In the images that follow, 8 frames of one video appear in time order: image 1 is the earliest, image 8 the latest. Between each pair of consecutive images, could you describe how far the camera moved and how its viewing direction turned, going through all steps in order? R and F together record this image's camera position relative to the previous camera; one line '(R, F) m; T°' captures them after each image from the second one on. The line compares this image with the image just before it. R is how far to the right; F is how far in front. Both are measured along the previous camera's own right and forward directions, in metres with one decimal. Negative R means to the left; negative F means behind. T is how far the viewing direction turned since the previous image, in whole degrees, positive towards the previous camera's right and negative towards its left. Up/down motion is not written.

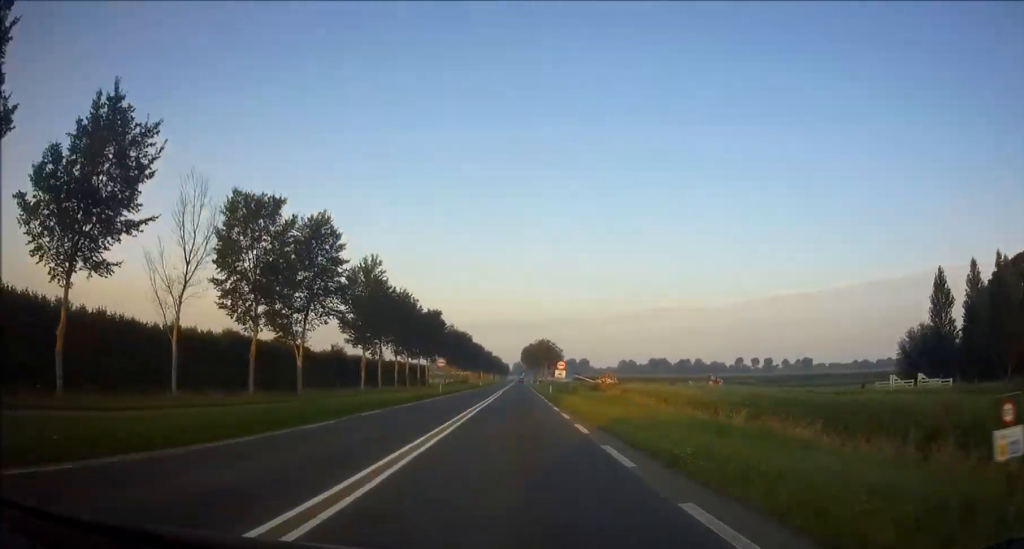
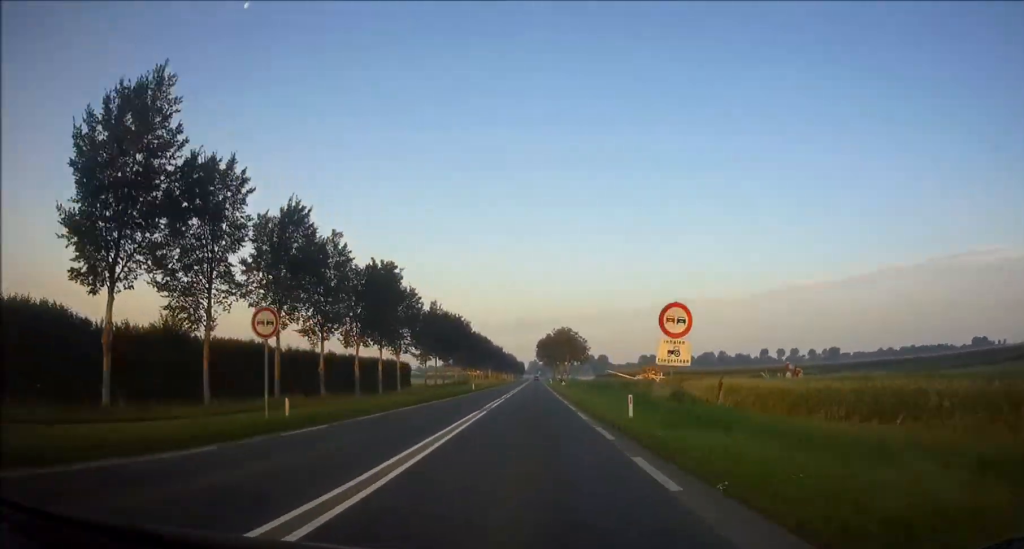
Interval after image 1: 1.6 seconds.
(-0.6, +38.1) m; -1°
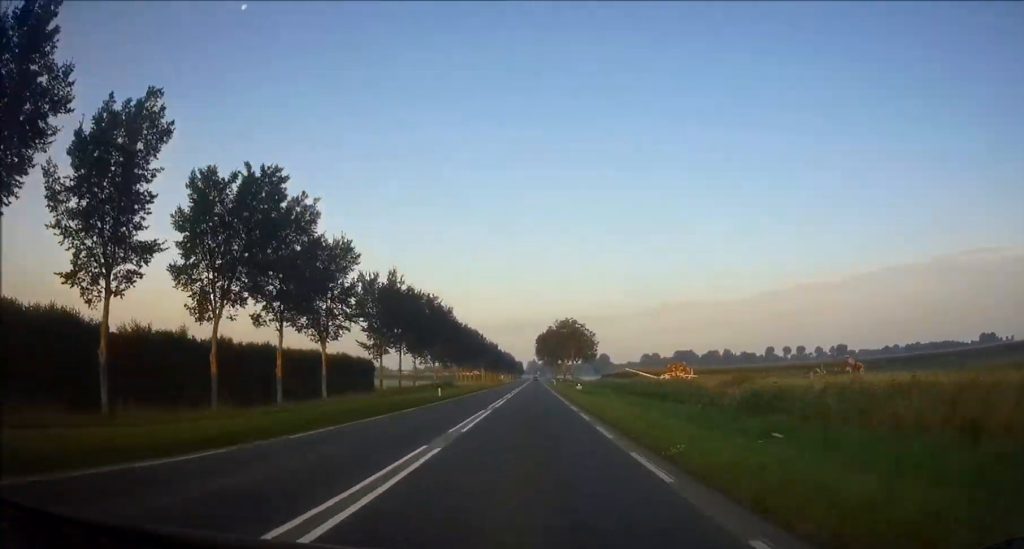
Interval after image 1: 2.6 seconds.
(-0.2, +23.8) m; 0°
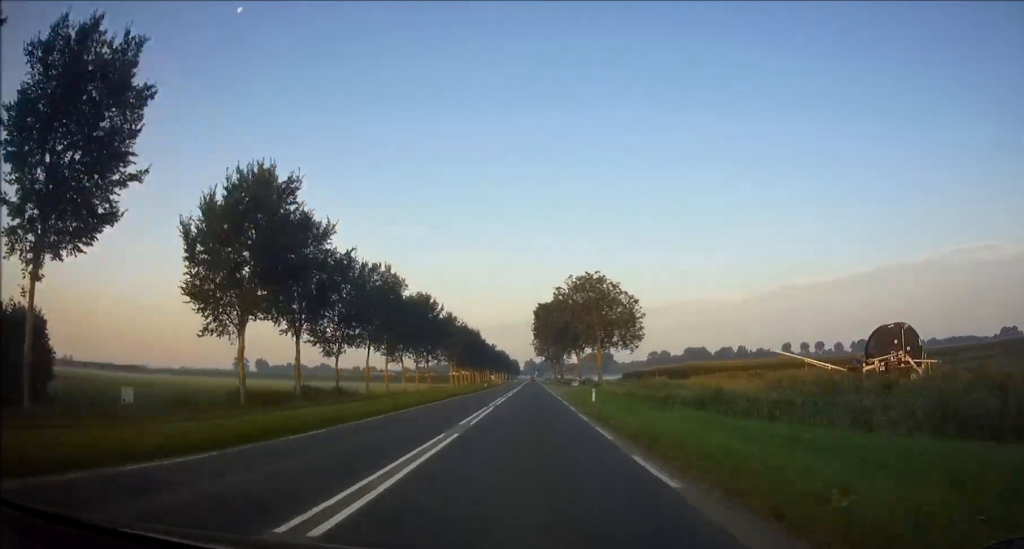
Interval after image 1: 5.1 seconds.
(0.0, +60.6) m; 0°
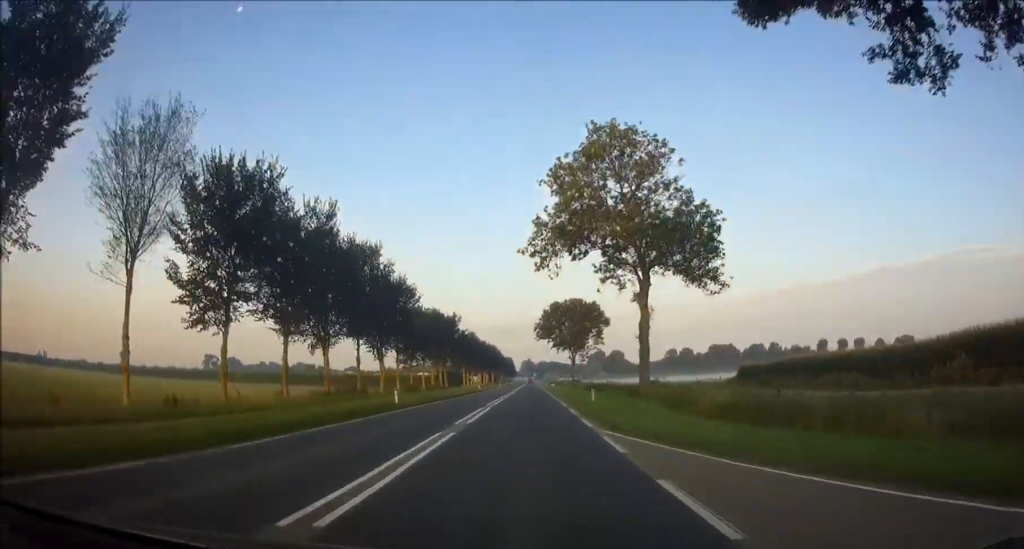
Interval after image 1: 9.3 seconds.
(-0.1, +98.9) m; 0°
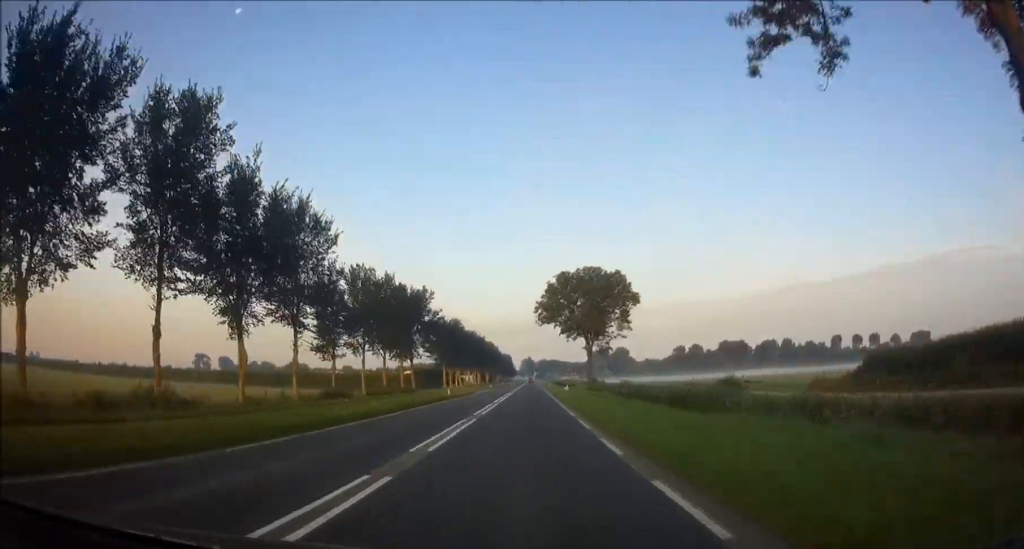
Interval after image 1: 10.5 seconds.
(0.0, +30.3) m; 0°
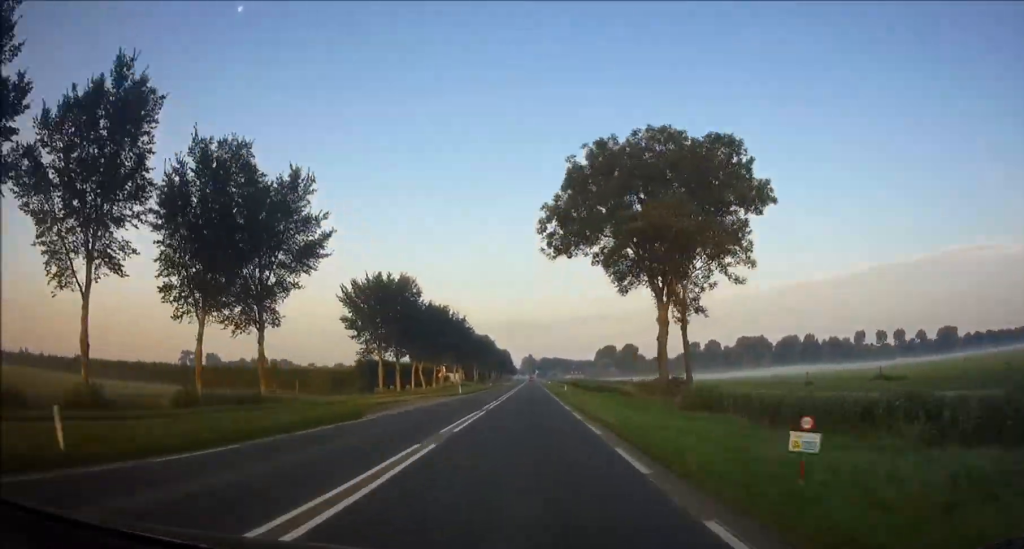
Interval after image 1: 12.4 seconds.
(+0.1, +44.6) m; 0°
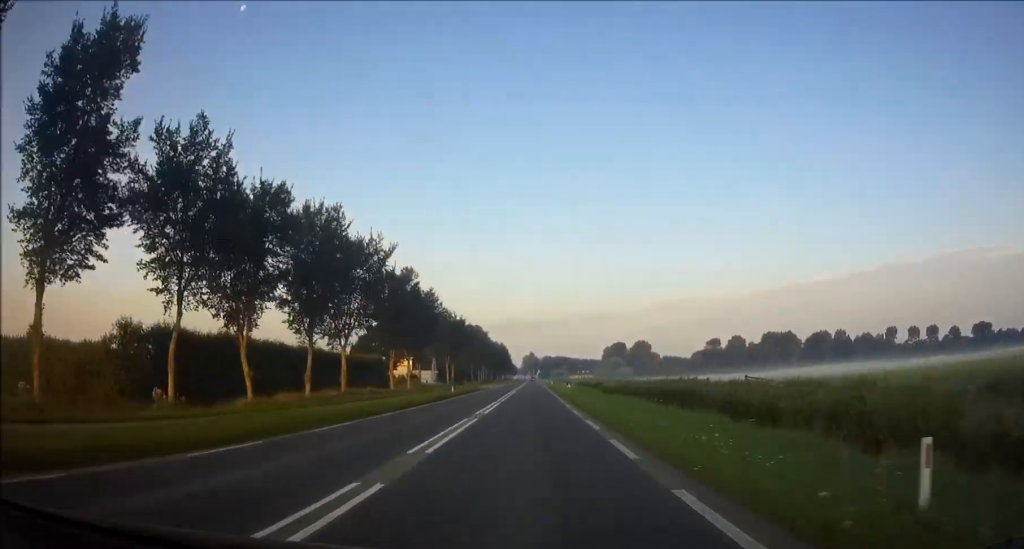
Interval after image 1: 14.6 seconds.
(0.0, +52.6) m; 0°
